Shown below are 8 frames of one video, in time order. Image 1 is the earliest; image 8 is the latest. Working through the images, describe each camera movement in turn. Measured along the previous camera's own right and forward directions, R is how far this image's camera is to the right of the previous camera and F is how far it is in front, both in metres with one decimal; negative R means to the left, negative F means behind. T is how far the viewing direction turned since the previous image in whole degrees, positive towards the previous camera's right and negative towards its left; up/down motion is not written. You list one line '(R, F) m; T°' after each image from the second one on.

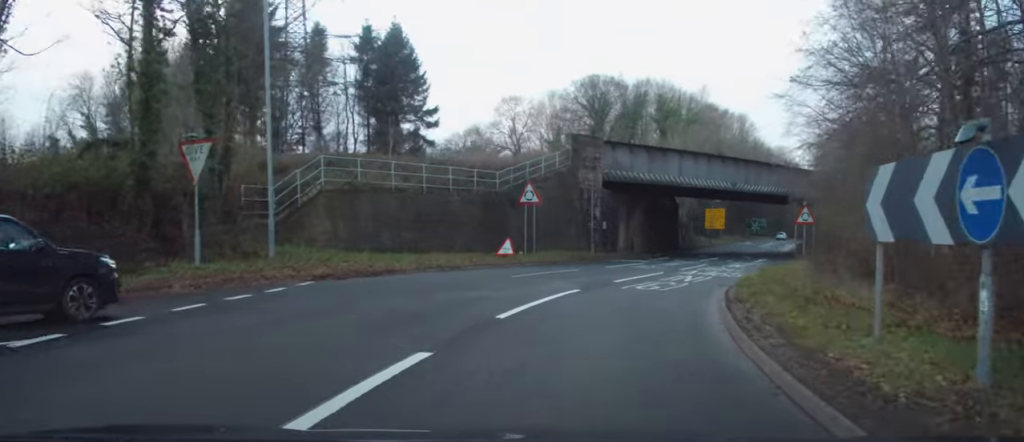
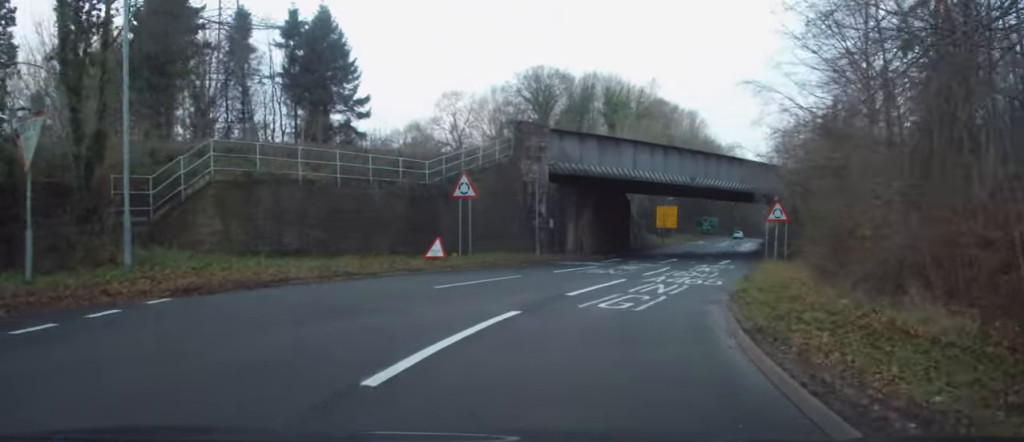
(+0.3, +4.5) m; +5°
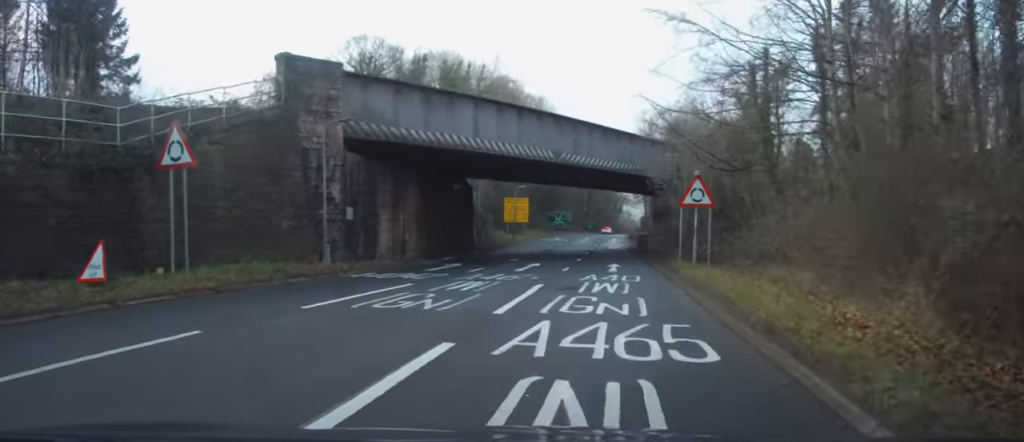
(+1.0, +12.4) m; +11°
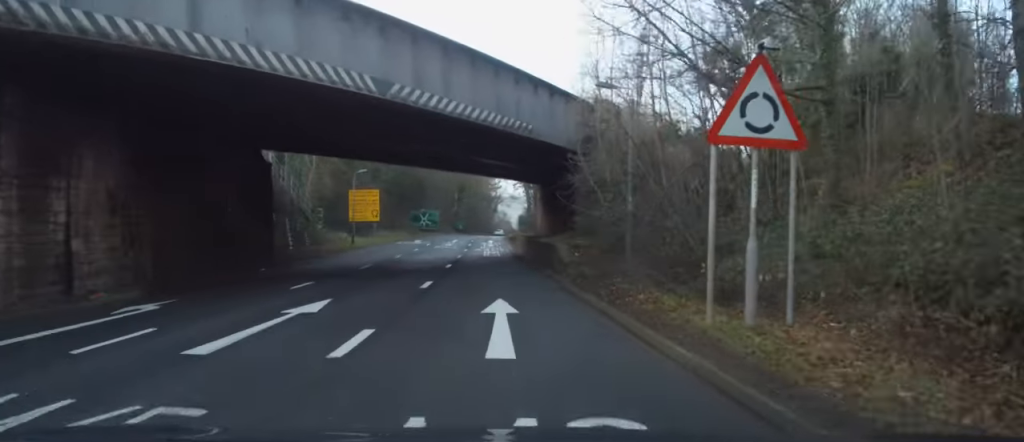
(+2.1, +16.2) m; +9°
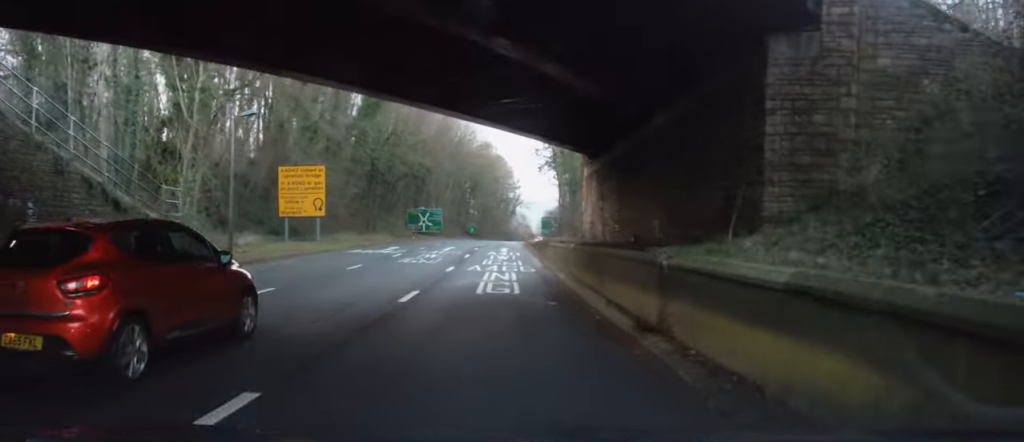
(-0.4, +21.4) m; +1°
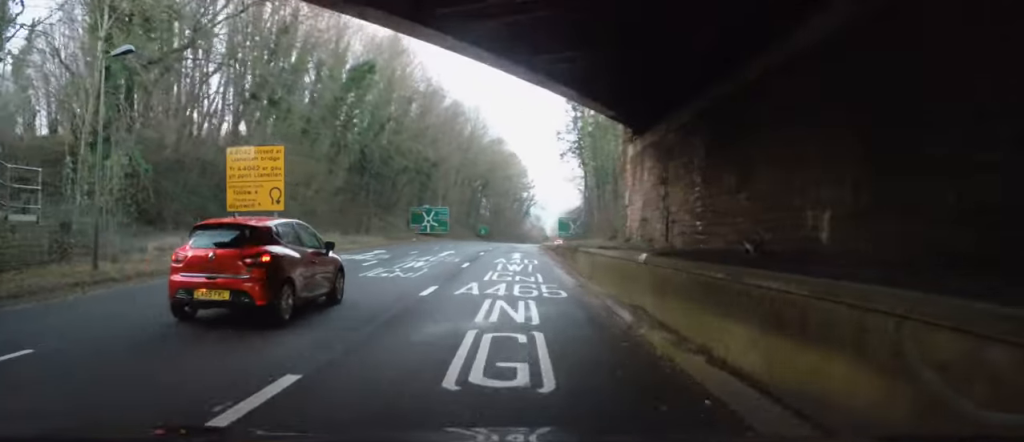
(+0.3, +7.3) m; +4°
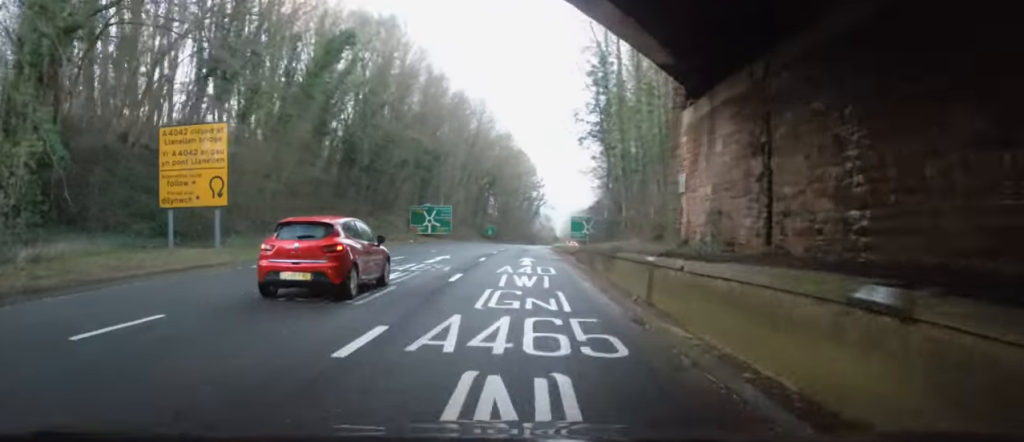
(+0.1, +5.3) m; +3°
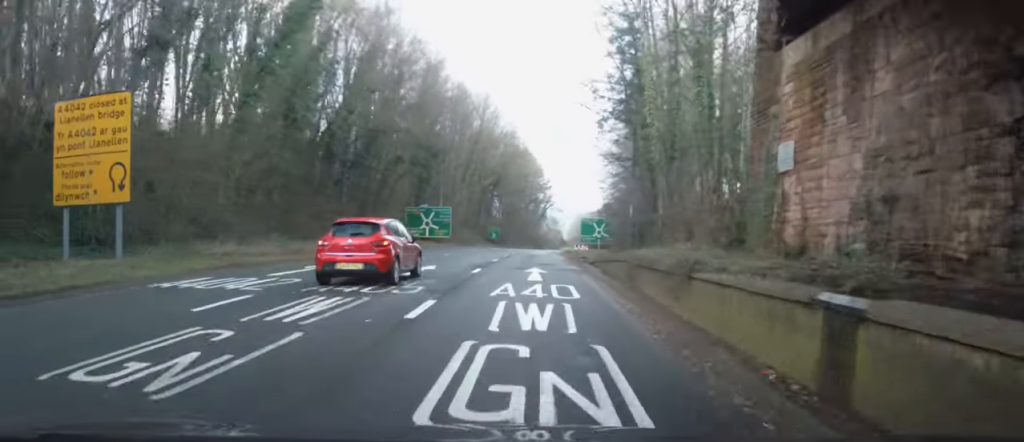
(+0.1, +5.2) m; +3°
